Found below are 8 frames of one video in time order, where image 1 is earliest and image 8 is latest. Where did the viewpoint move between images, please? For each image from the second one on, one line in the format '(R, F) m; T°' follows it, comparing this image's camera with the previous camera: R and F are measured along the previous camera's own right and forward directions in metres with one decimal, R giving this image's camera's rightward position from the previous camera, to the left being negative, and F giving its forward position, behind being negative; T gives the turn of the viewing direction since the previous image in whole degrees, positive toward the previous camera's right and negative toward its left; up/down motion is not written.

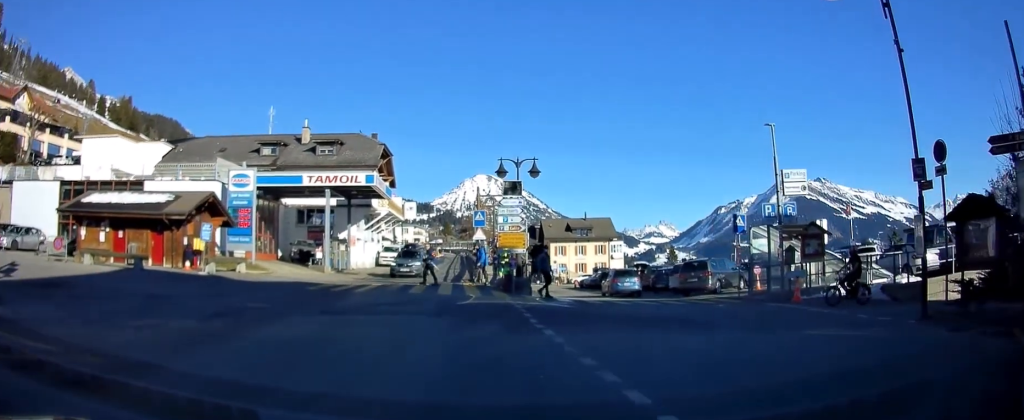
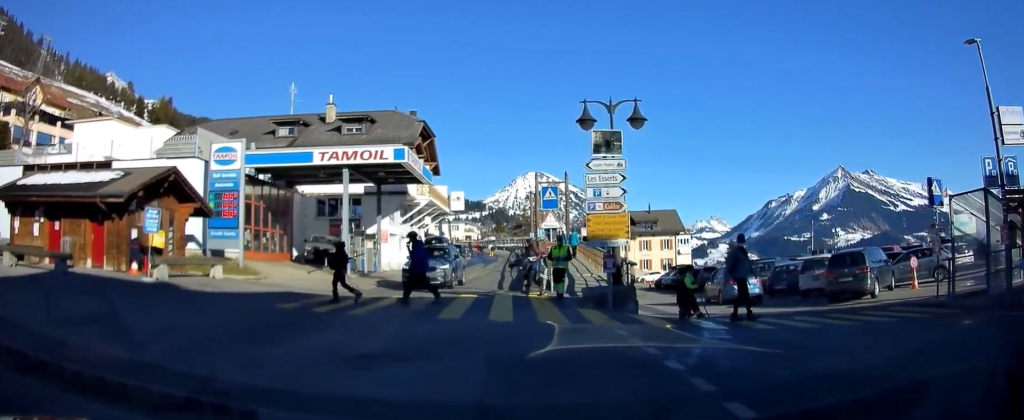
(0.0, +9.3) m; -8°
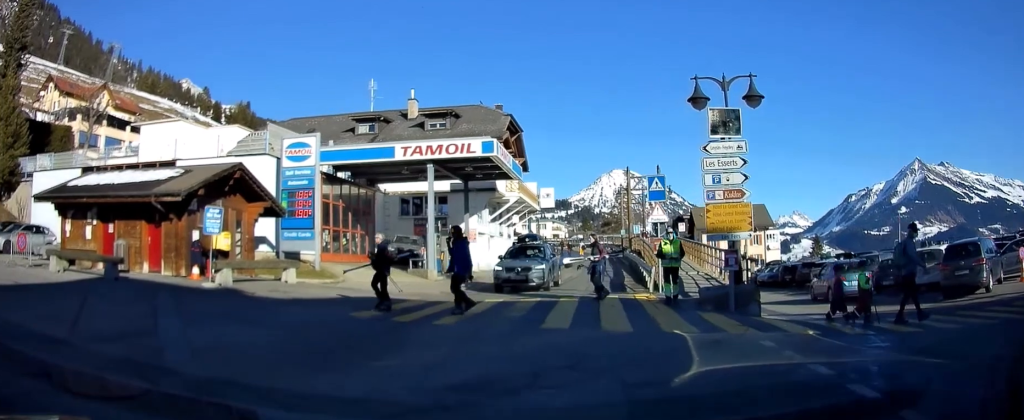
(-0.2, +2.0) m; -12°
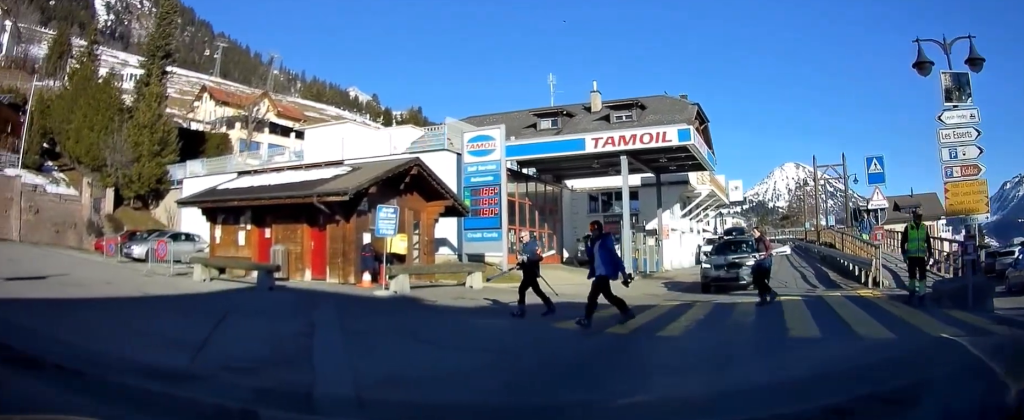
(-0.3, +2.2) m; -17°
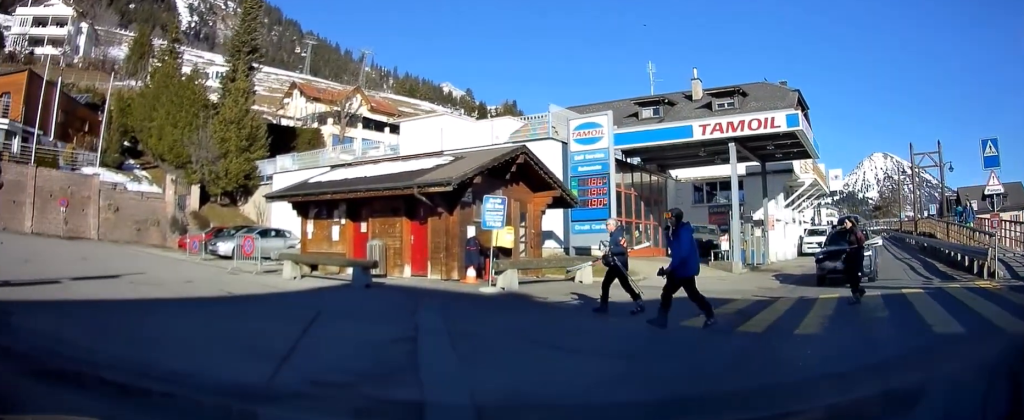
(-0.1, +1.2) m; -10°
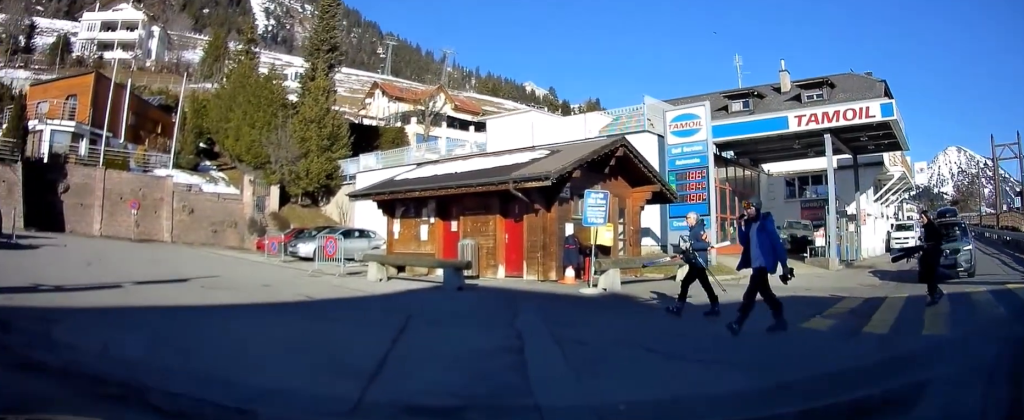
(-0.1, +0.9) m; -10°
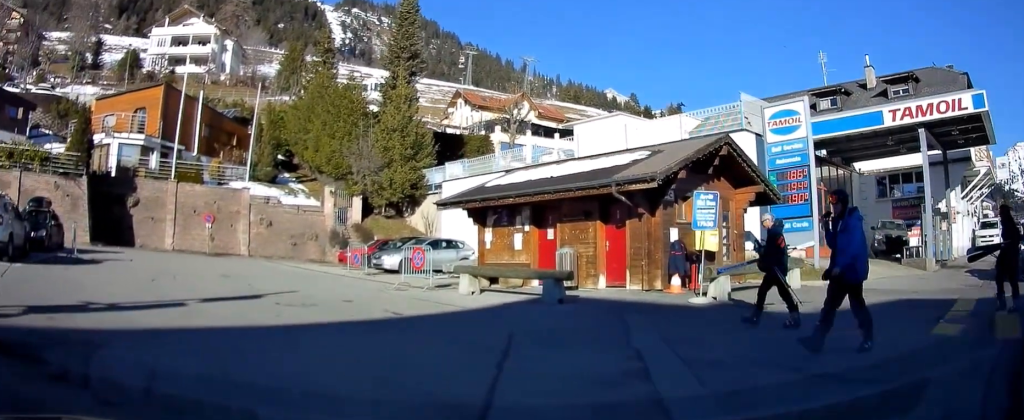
(0.0, +1.1) m; -11°
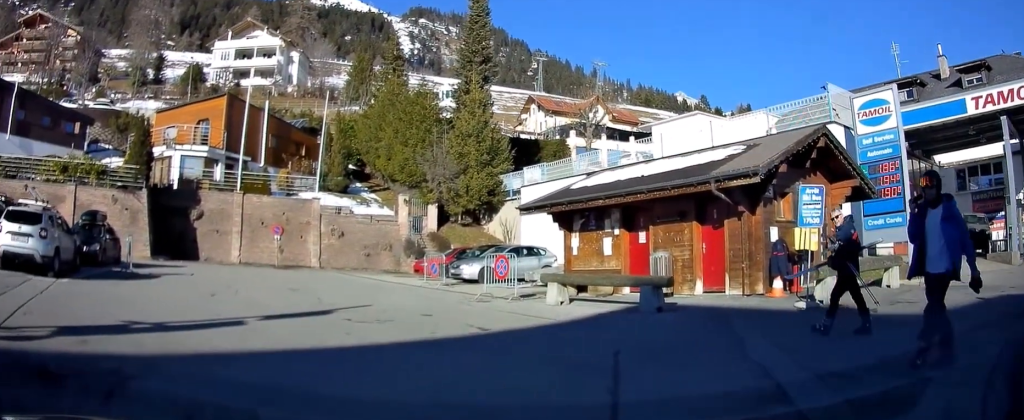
(-0.2, +1.0) m; -3°
